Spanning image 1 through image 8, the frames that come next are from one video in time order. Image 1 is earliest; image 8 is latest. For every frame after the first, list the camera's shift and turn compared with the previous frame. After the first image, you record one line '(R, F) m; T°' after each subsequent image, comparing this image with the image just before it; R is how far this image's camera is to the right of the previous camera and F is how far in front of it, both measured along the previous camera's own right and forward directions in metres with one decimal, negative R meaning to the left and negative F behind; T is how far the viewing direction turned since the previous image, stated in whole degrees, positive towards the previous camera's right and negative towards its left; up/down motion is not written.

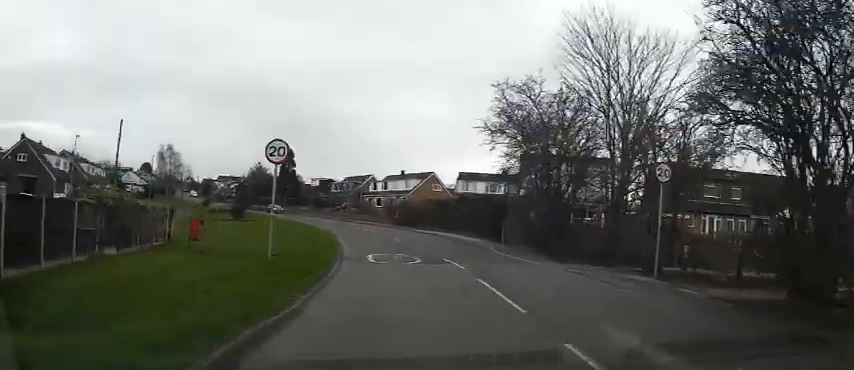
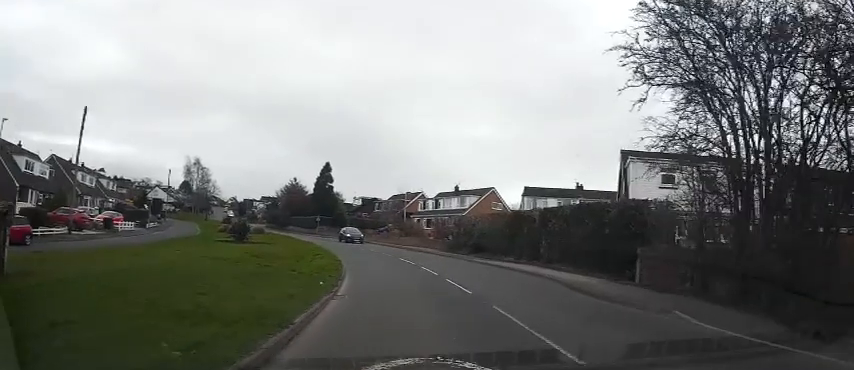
(-0.7, +13.1) m; -7°
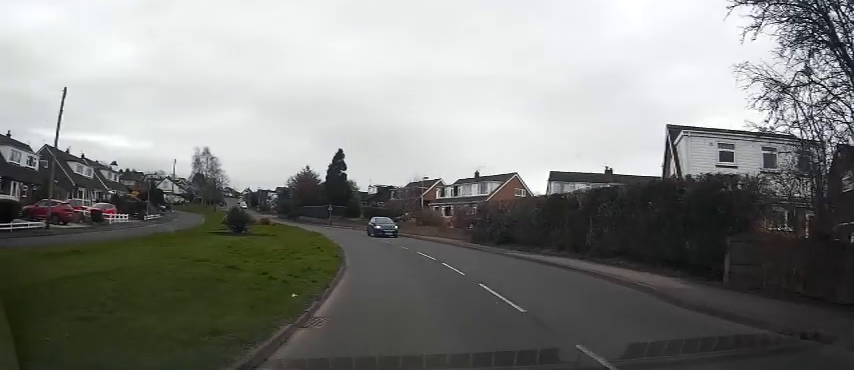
(-0.2, +3.9) m; -2°
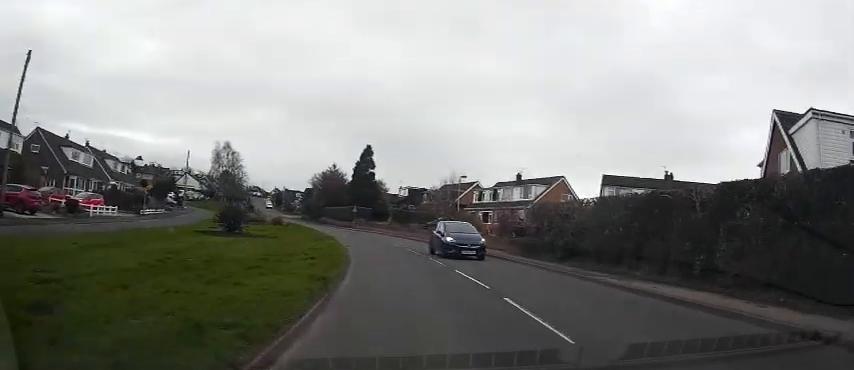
(-0.2, +6.9) m; -4°
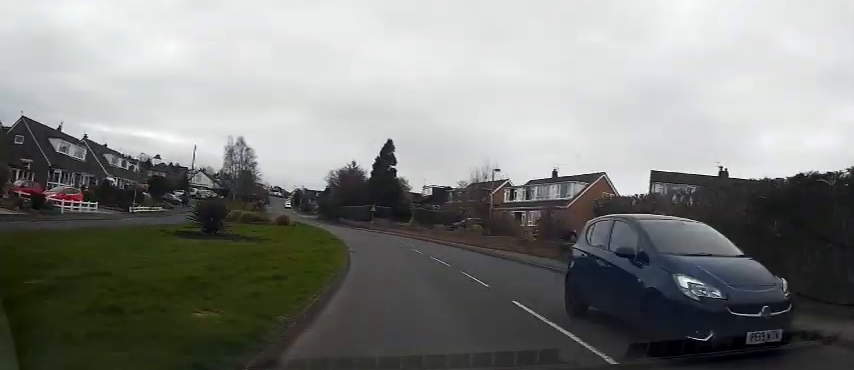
(-0.1, +5.8) m; -3°
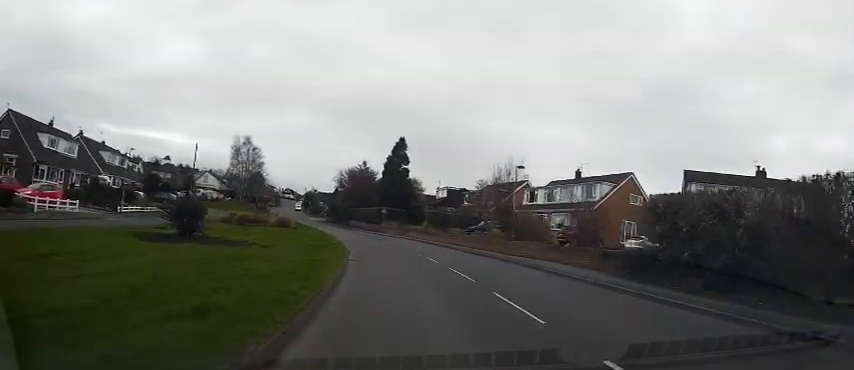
(-0.1, +3.9) m; -2°
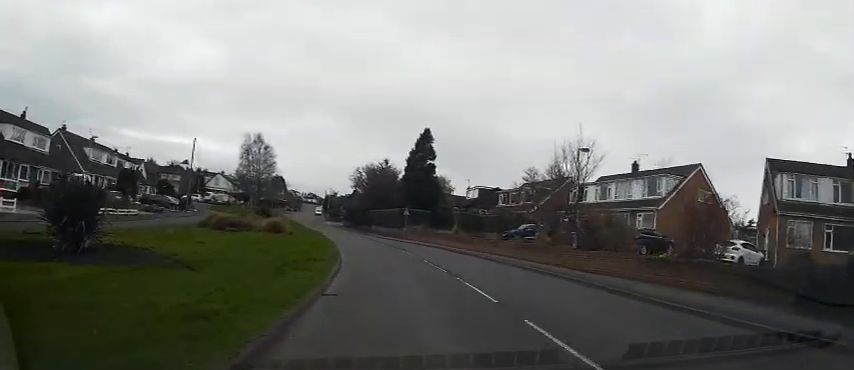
(-0.2, +8.7) m; -4°
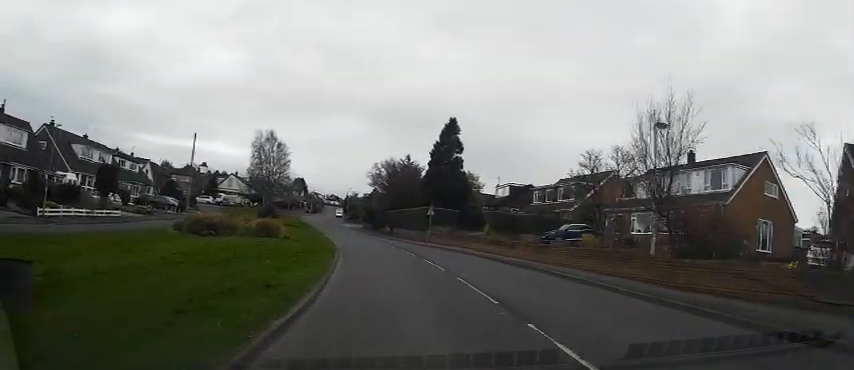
(-0.2, +6.4) m; -4°
